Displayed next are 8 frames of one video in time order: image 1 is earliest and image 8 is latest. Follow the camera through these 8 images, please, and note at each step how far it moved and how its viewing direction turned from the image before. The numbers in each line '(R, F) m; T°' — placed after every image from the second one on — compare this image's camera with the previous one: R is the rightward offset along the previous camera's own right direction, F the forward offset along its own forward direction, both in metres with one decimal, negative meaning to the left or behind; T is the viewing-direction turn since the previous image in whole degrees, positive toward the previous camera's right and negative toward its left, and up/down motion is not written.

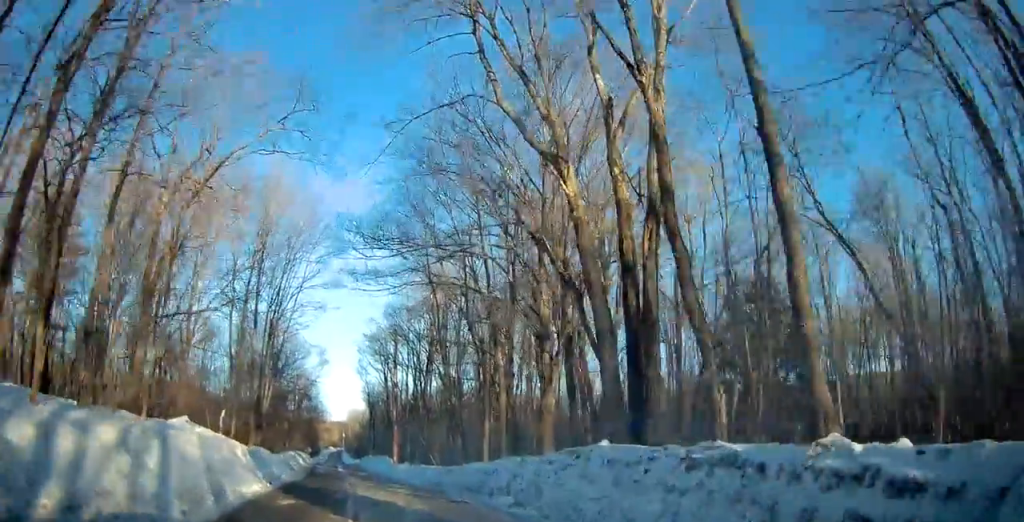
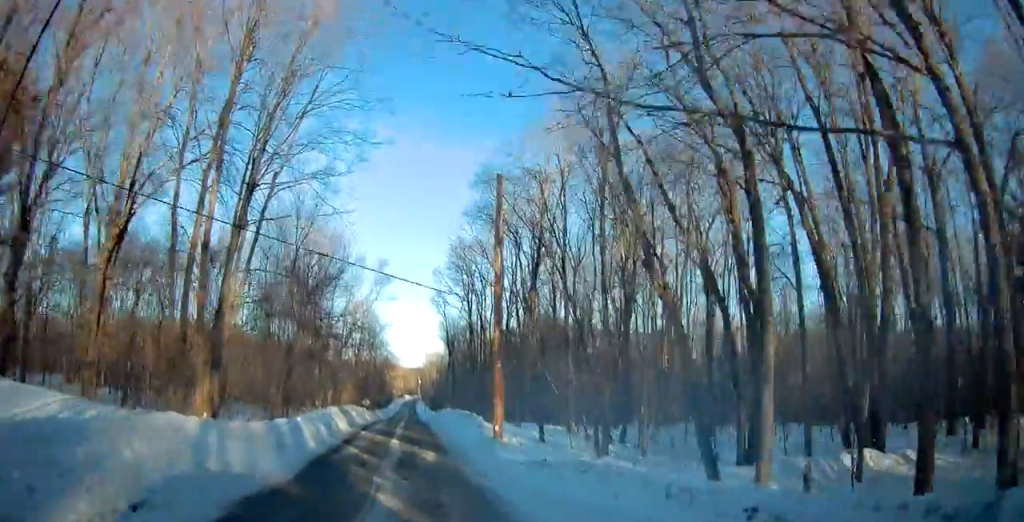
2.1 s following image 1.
(-2.6, +21.2) m; -9°
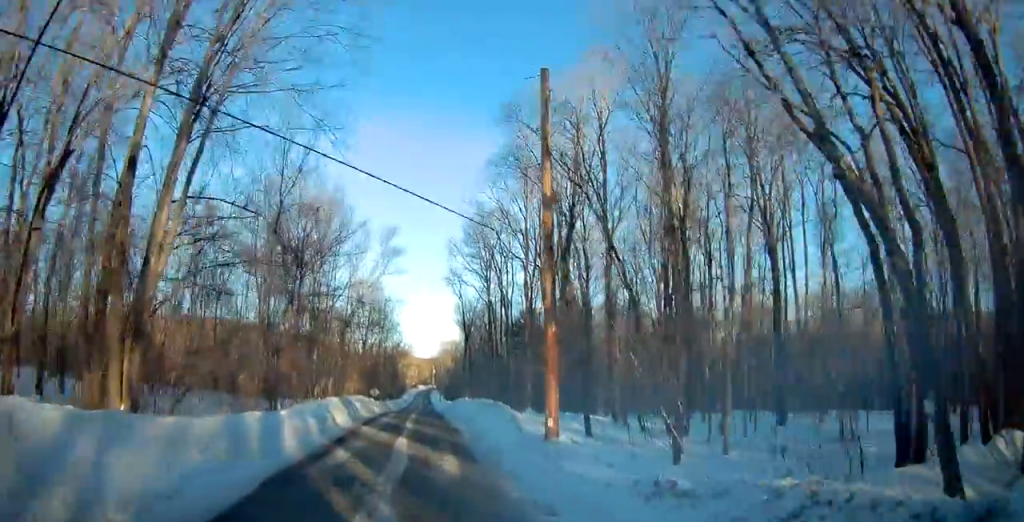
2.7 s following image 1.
(+0.3, +6.5) m; 0°
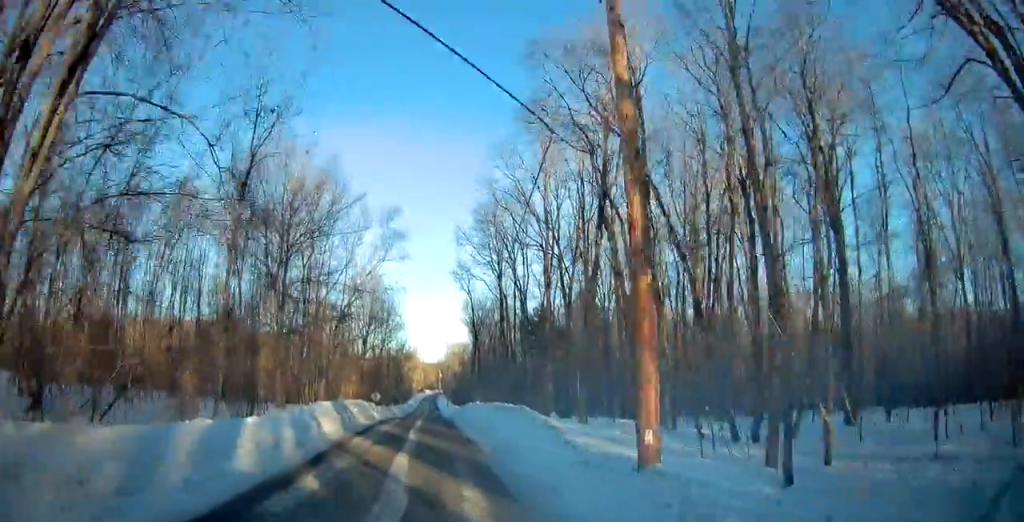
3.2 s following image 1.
(0.0, +5.6) m; +1°
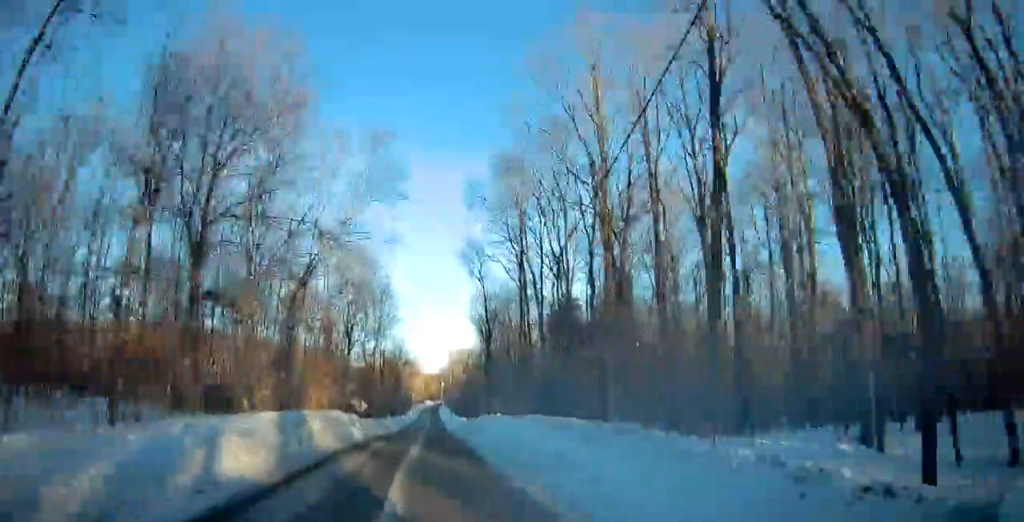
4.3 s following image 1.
(+0.1, +13.3) m; +2°
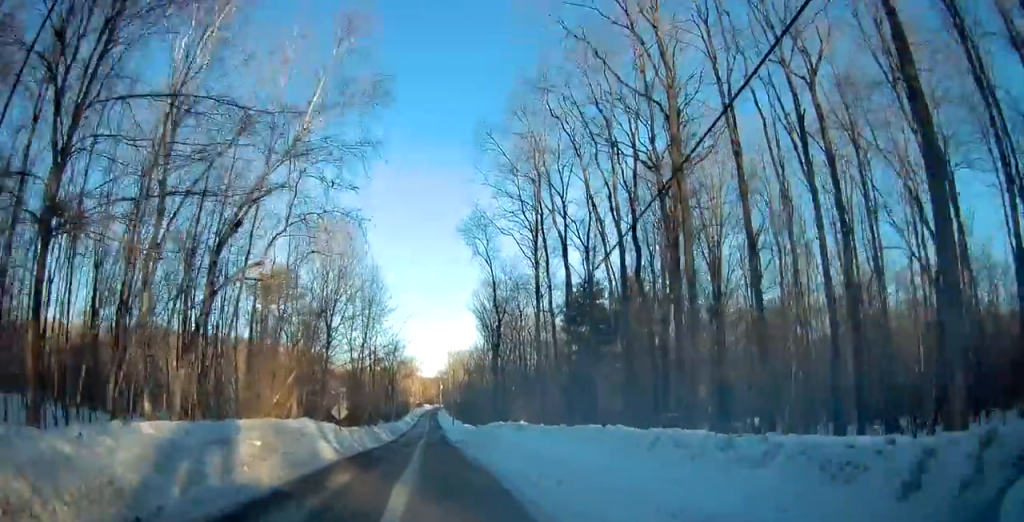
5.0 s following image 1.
(+0.5, +9.5) m; 0°
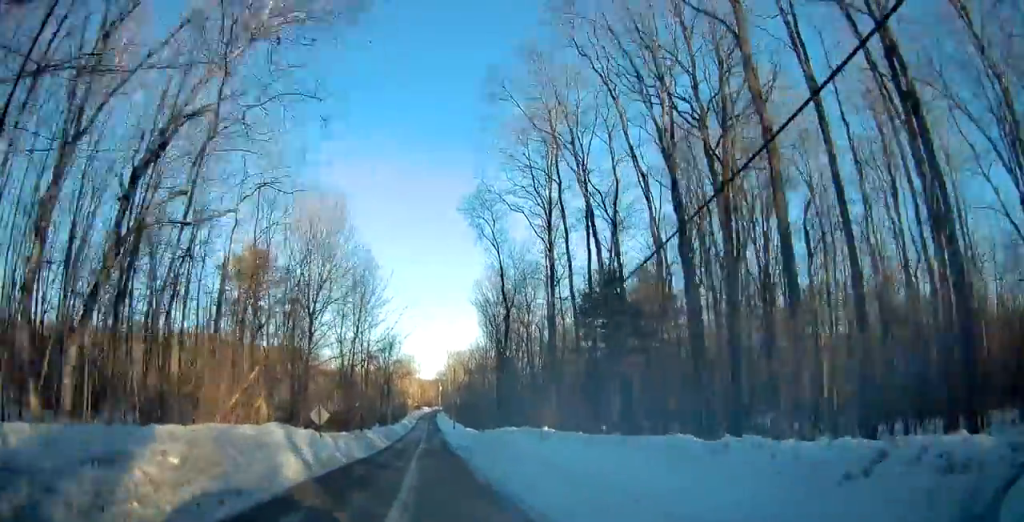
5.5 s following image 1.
(-0.3, +5.9) m; -1°
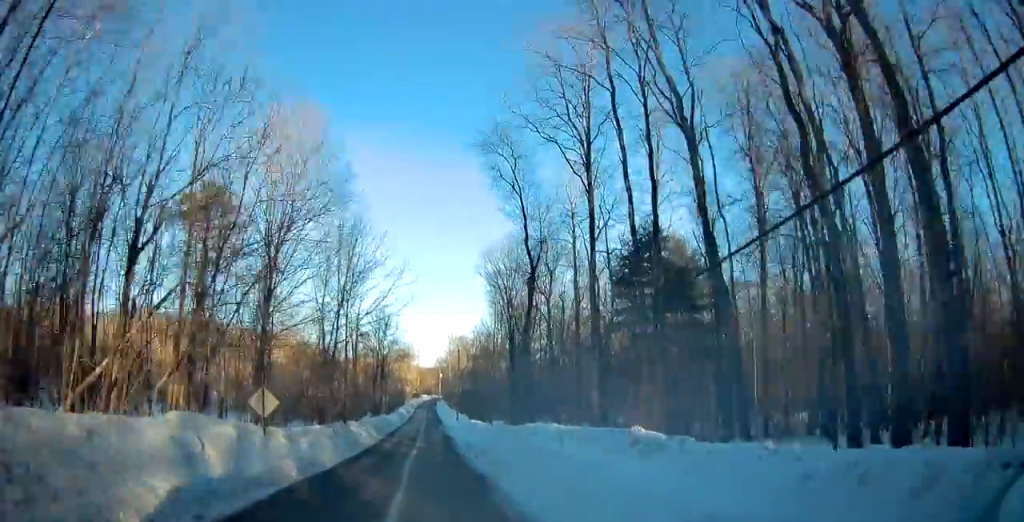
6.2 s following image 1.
(-0.2, +9.7) m; 0°
